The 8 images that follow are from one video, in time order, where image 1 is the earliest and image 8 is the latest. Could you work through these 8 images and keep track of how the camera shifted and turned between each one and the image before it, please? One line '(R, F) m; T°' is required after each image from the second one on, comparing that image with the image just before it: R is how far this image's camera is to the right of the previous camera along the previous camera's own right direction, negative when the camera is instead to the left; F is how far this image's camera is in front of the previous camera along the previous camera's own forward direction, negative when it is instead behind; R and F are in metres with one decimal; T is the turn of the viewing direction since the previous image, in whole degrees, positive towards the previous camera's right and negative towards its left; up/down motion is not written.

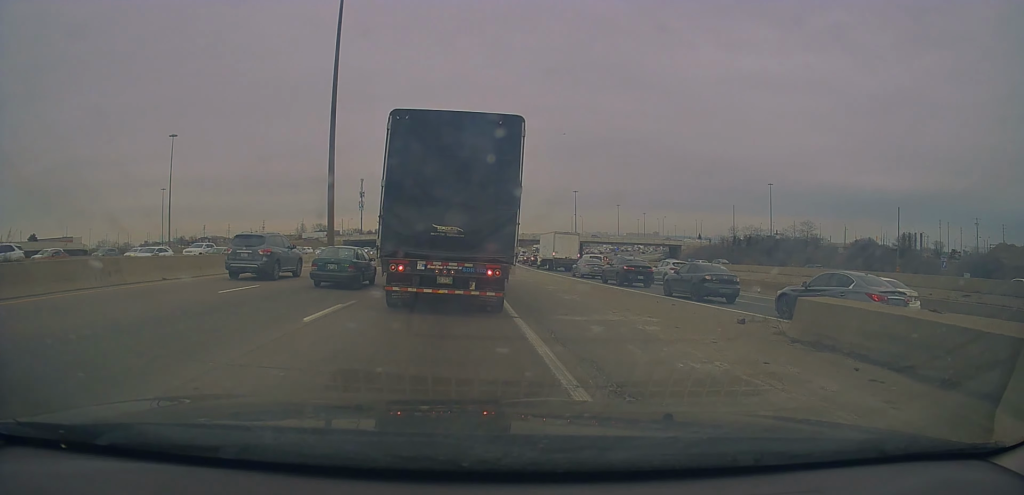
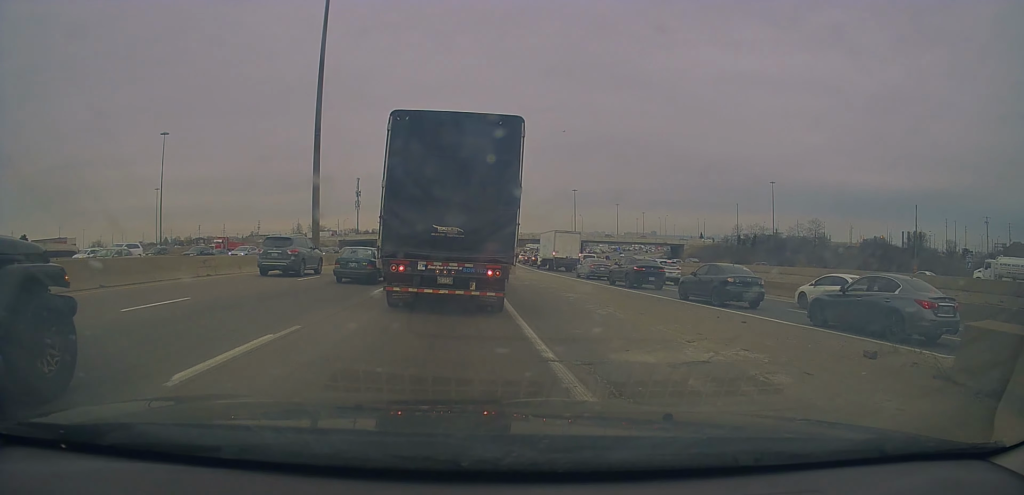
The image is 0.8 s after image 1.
(-0.1, +4.9) m; 0°
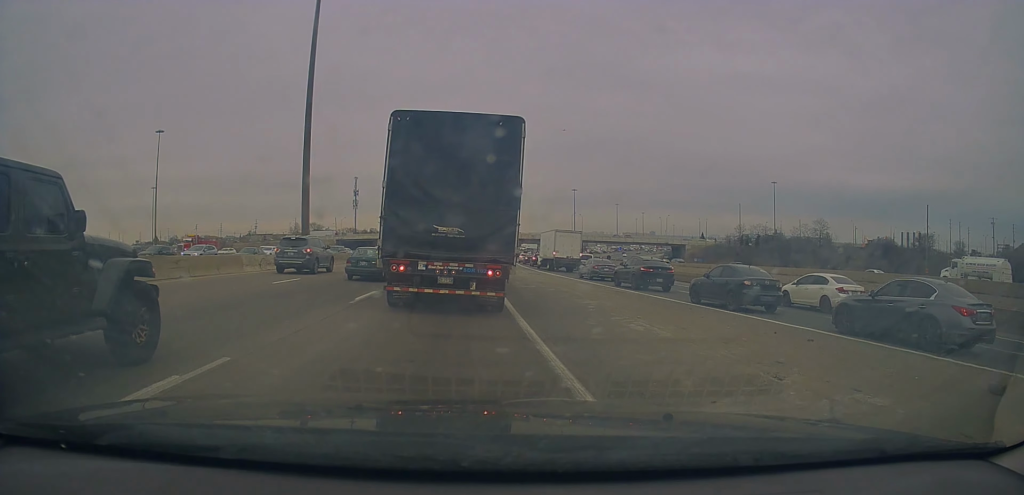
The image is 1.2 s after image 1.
(0.0, +2.8) m; +1°
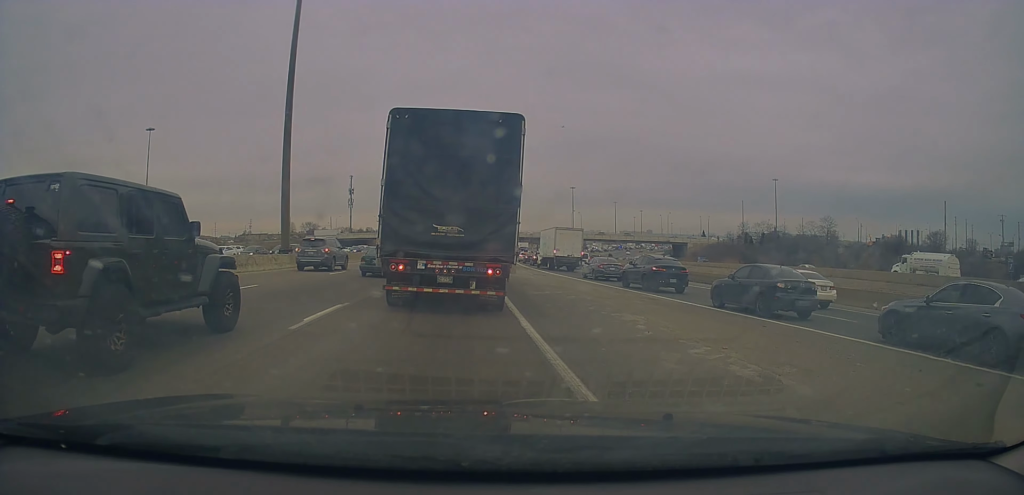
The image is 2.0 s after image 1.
(+0.1, +4.6) m; -1°
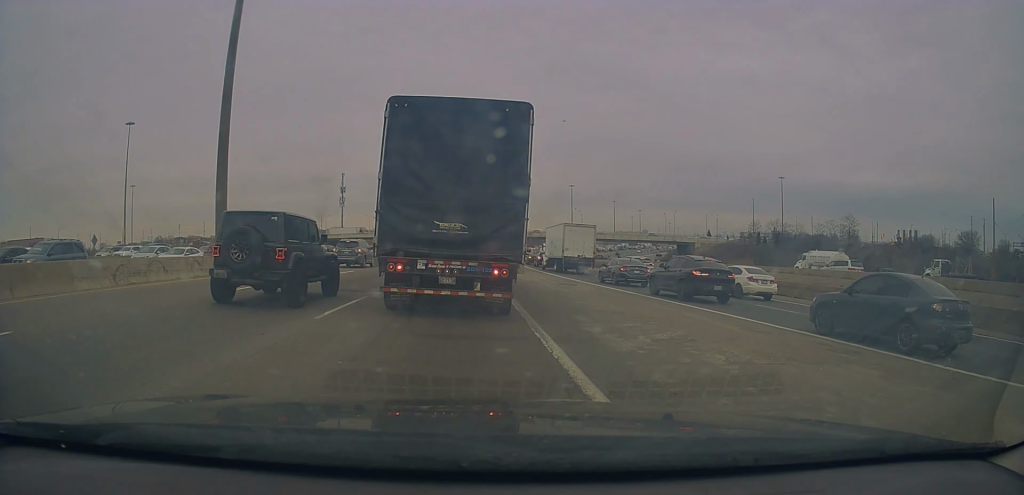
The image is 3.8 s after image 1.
(-0.4, +11.0) m; -1°
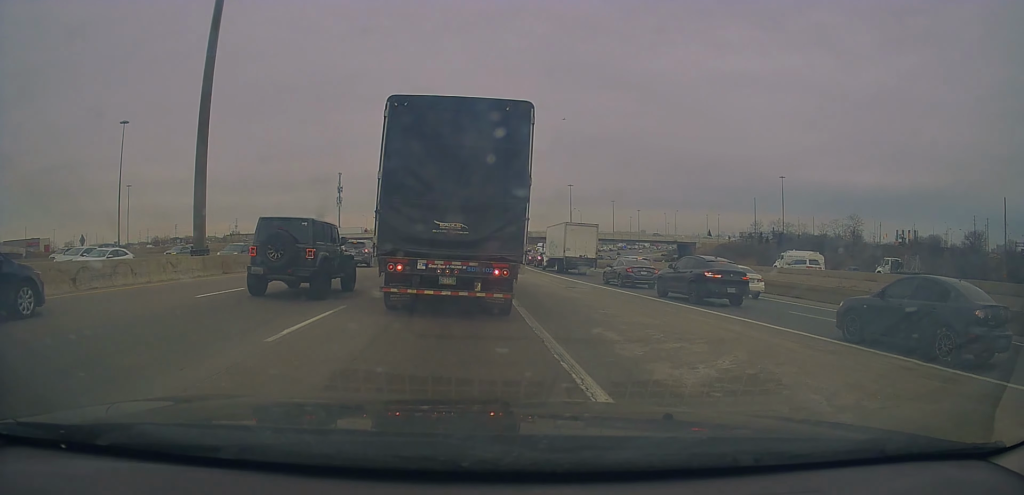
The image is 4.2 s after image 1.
(+0.2, +3.0) m; +1°
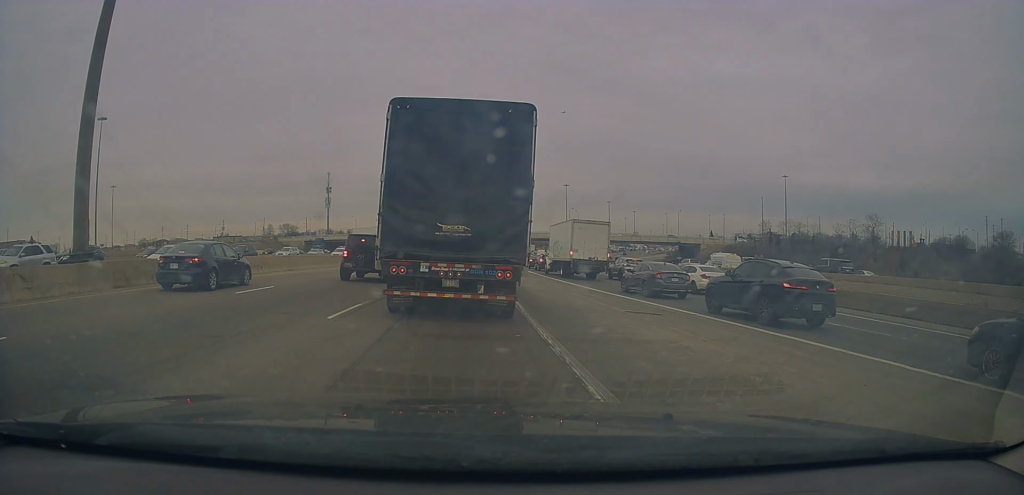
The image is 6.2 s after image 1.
(-0.3, +11.2) m; -1°
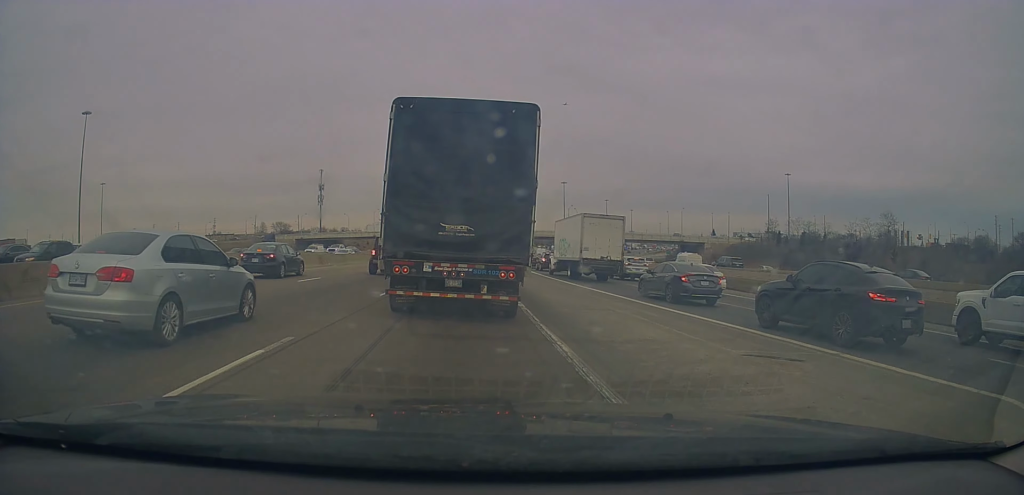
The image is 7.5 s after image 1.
(+0.1, +6.8) m; +1°
